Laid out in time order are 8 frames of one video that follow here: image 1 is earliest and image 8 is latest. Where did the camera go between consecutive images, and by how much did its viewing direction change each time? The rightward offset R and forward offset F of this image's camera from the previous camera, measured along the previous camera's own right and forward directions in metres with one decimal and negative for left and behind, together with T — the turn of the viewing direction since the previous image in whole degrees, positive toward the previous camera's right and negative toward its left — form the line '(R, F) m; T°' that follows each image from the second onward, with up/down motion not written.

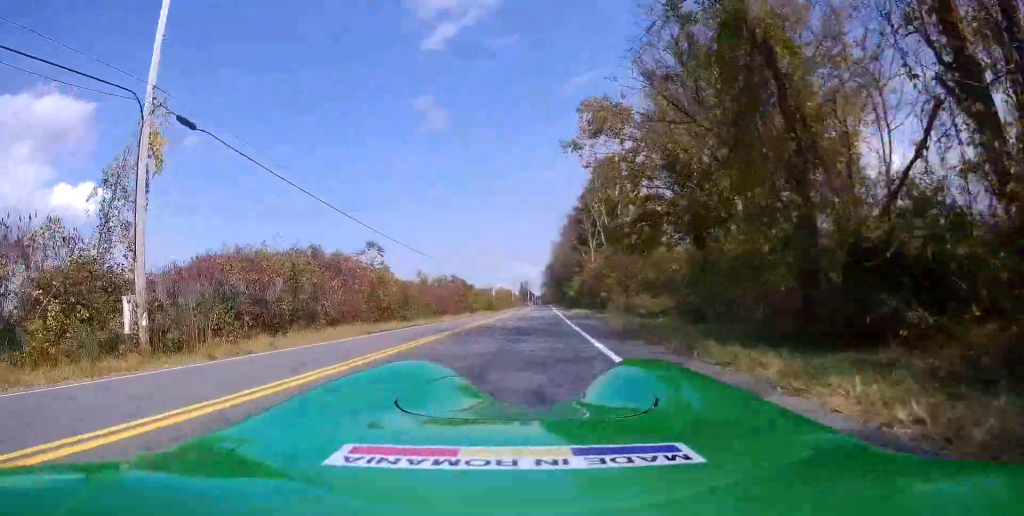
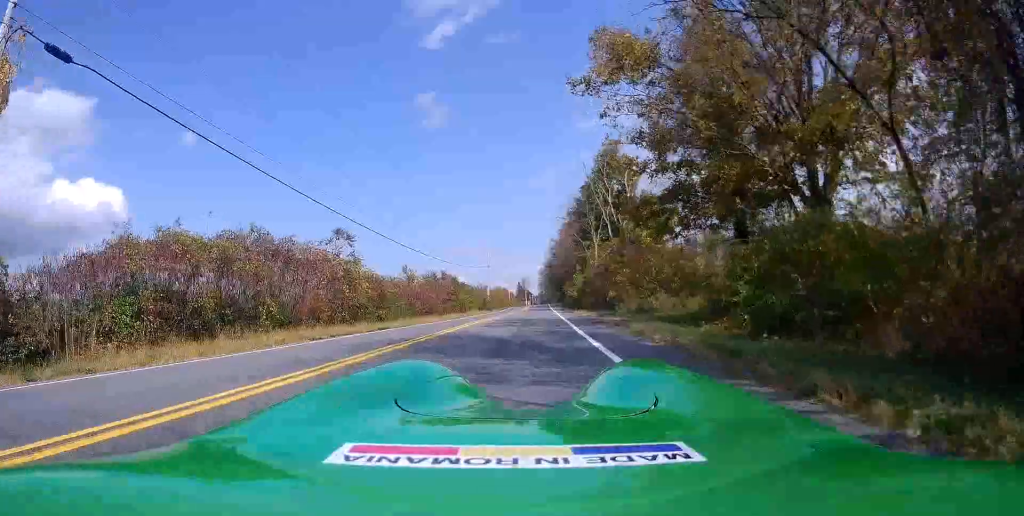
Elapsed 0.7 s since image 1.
(+0.1, +5.5) m; -1°
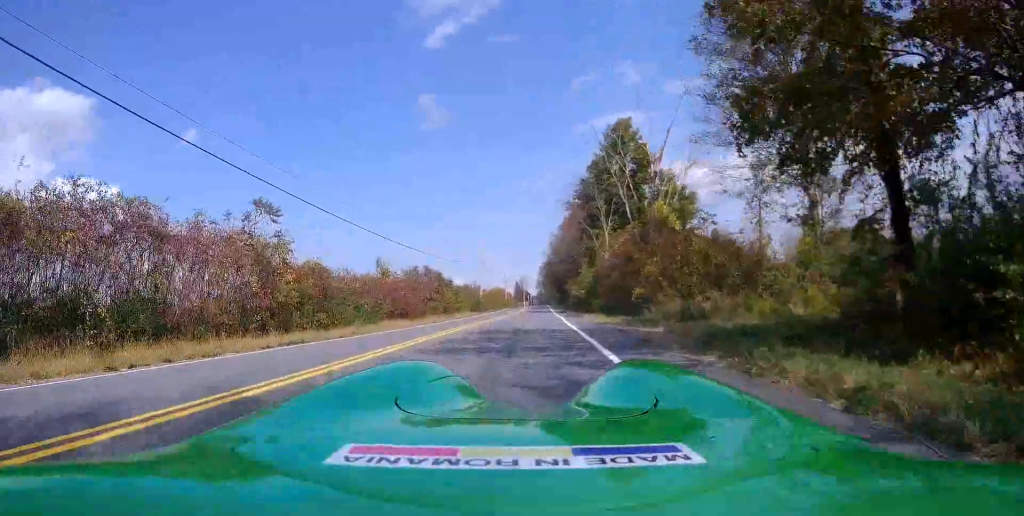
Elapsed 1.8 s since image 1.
(-0.3, +8.9) m; -3°
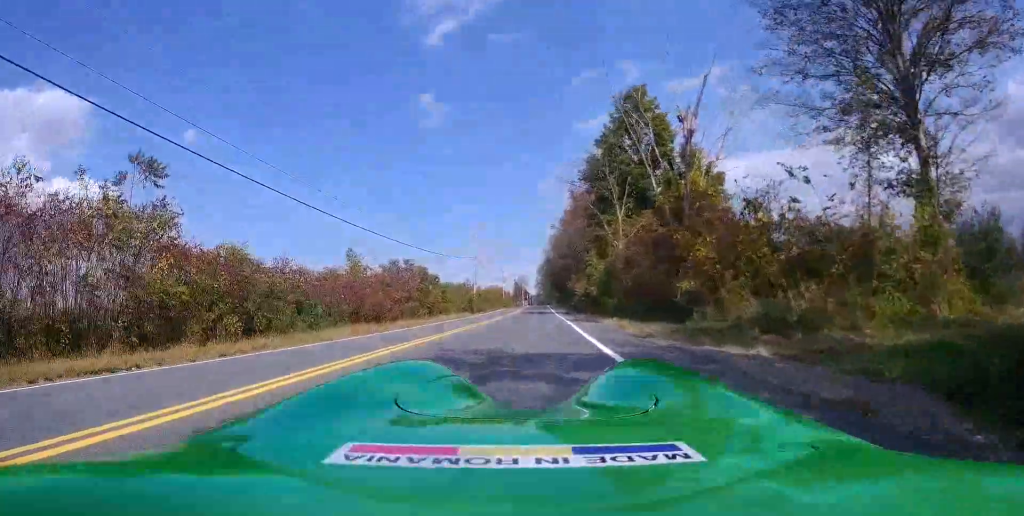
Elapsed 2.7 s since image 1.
(0.0, +7.1) m; -1°
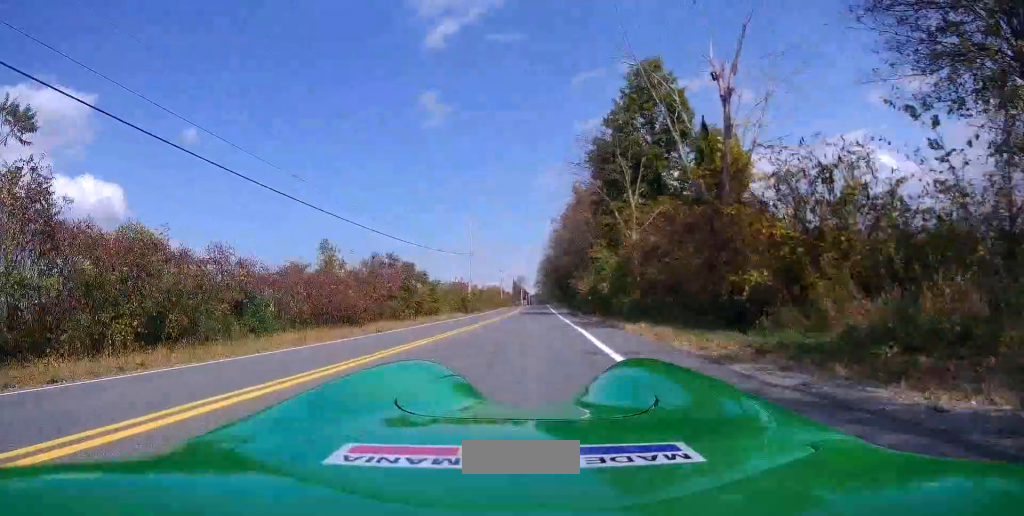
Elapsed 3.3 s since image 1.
(-0.1, +4.9) m; 0°
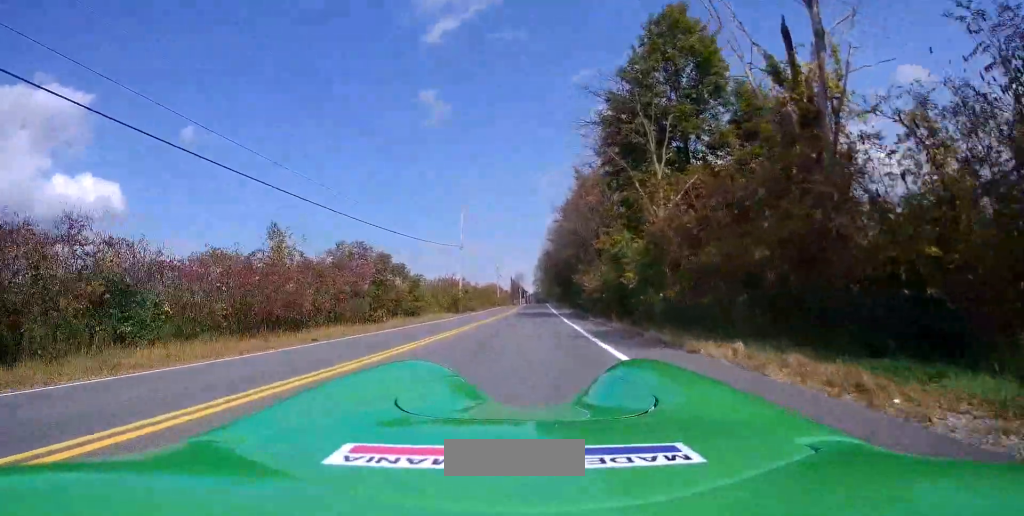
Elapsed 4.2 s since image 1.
(+0.1, +6.9) m; 0°
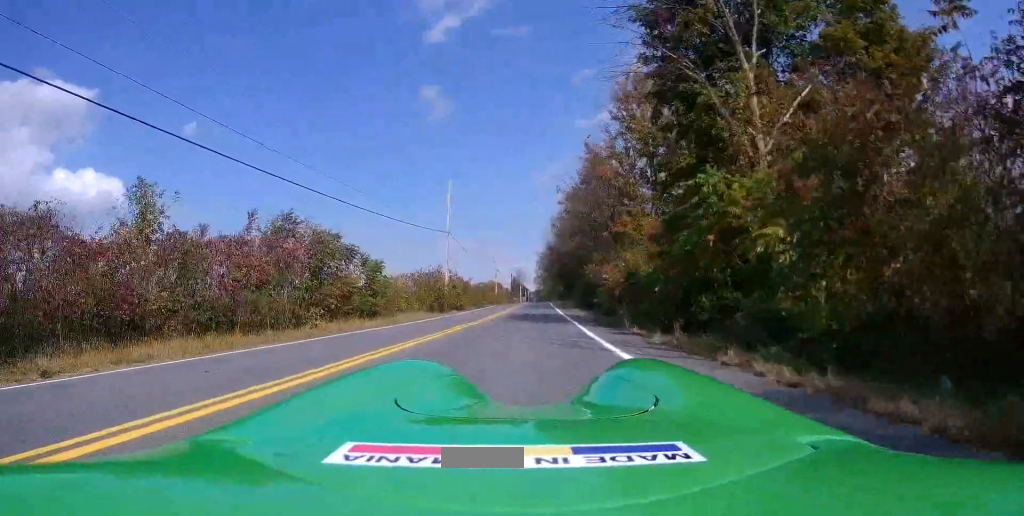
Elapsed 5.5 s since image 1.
(-0.1, +10.7) m; 0°
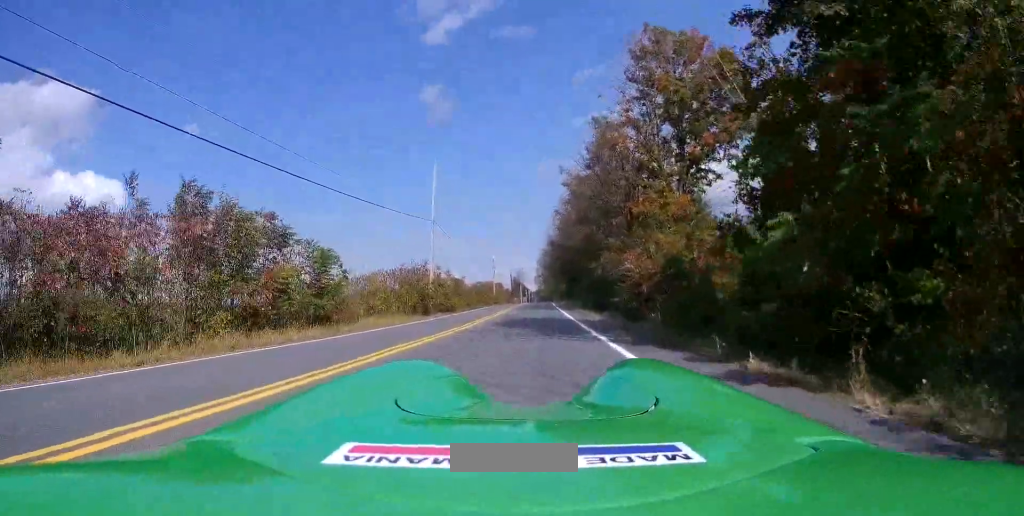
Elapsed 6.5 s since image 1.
(+0.3, +7.7) m; +2°
